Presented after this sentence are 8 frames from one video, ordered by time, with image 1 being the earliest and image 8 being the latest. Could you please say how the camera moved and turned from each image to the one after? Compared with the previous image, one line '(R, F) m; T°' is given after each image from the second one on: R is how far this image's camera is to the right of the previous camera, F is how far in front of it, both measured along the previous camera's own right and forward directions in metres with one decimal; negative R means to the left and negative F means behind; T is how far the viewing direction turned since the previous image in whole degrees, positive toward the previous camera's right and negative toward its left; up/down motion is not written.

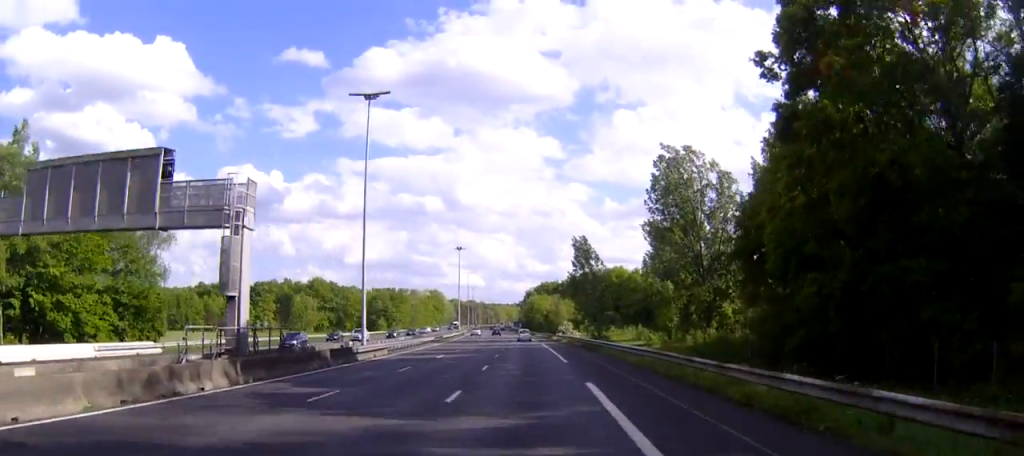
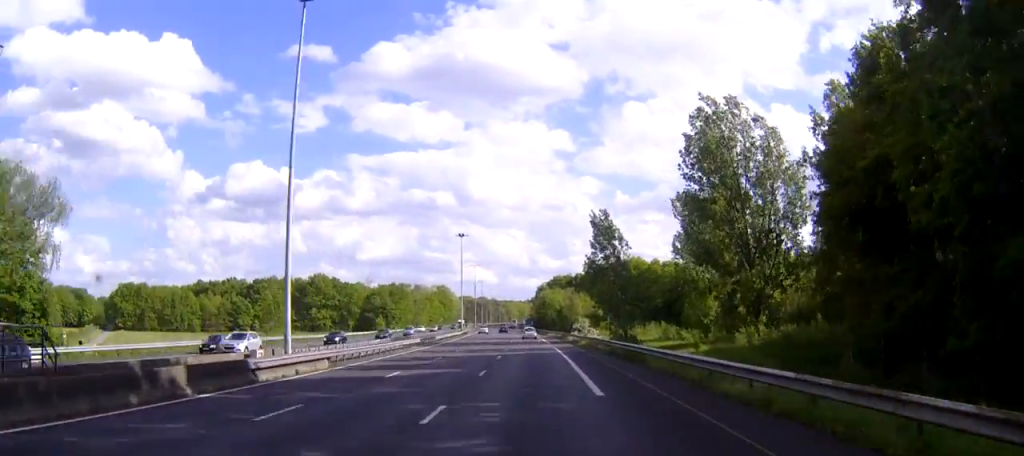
(-0.1, +16.8) m; -1°
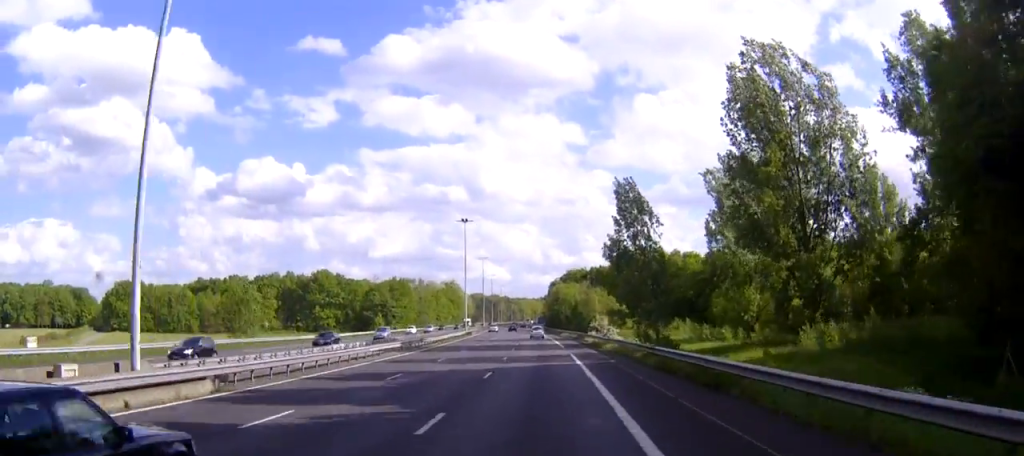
(-0.1, +14.2) m; -1°
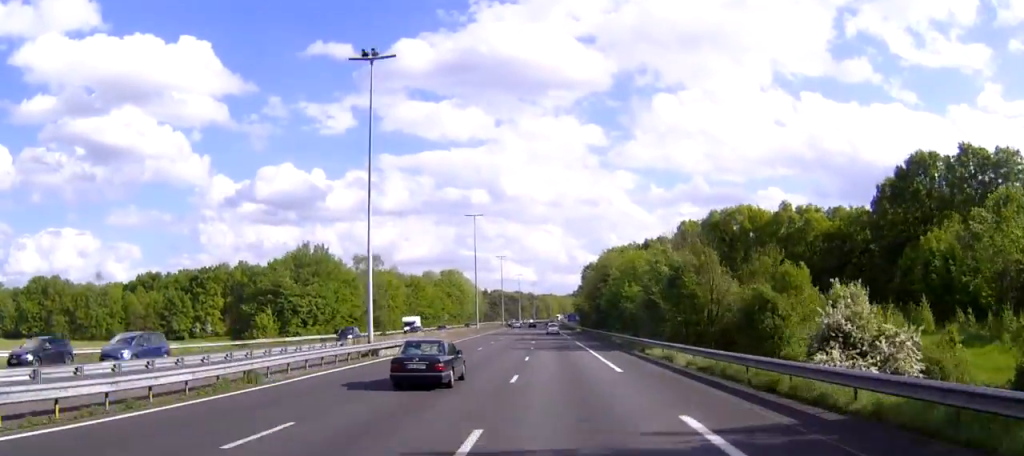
(-2.8, +81.4) m; -3°
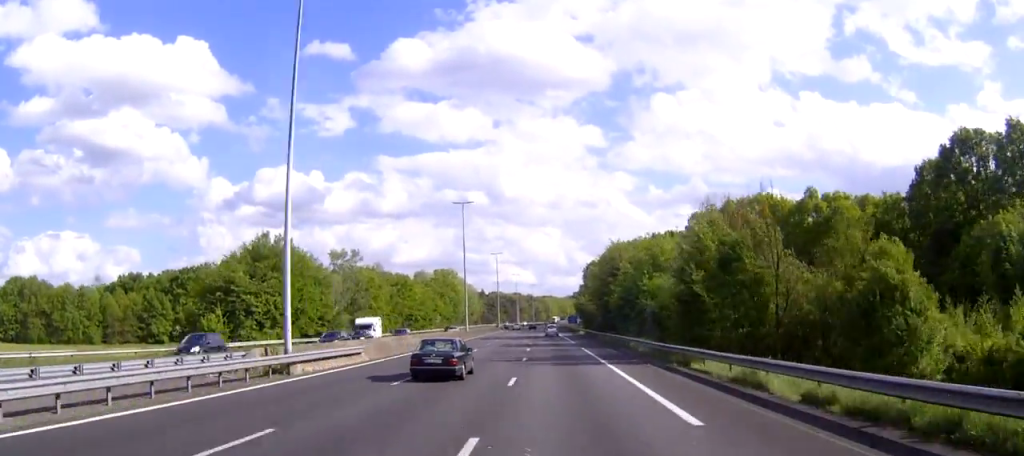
(0.0, +14.2) m; 0°
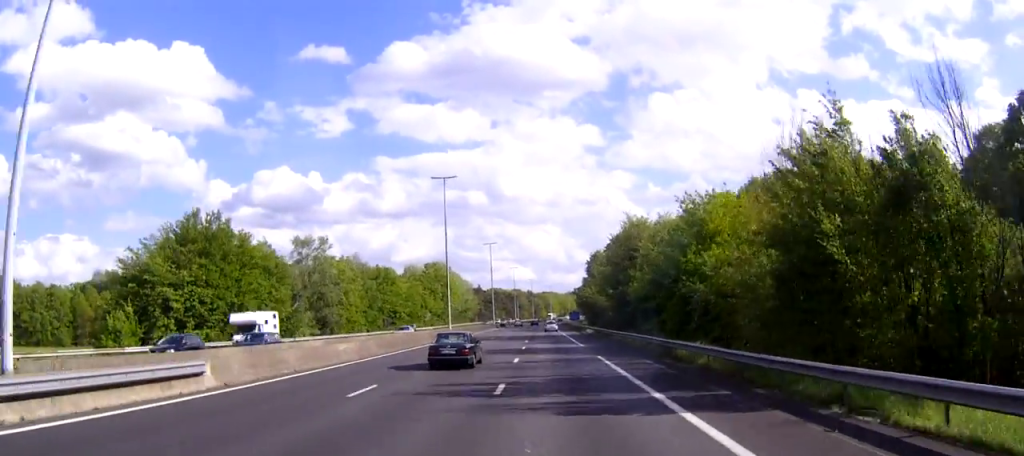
(0.0, +17.7) m; 0°
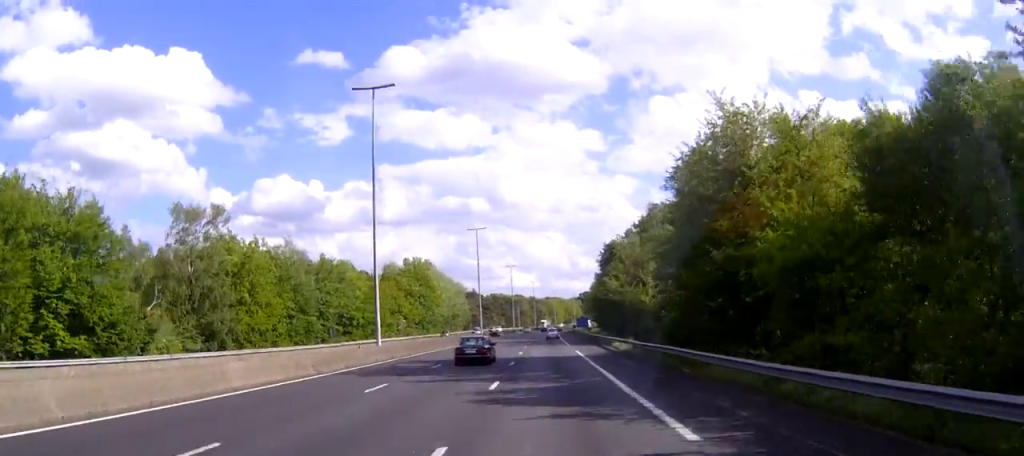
(0.0, +36.2) m; 0°
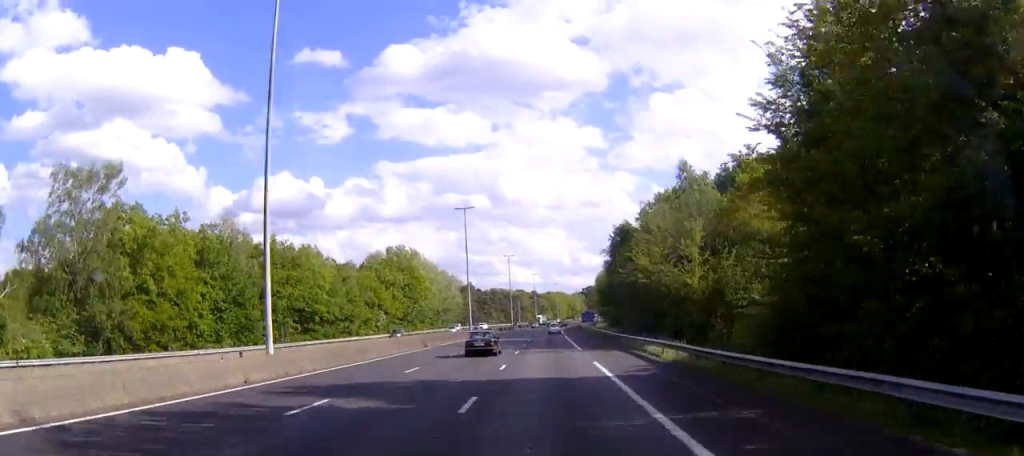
(0.0, +19.4) m; 0°
